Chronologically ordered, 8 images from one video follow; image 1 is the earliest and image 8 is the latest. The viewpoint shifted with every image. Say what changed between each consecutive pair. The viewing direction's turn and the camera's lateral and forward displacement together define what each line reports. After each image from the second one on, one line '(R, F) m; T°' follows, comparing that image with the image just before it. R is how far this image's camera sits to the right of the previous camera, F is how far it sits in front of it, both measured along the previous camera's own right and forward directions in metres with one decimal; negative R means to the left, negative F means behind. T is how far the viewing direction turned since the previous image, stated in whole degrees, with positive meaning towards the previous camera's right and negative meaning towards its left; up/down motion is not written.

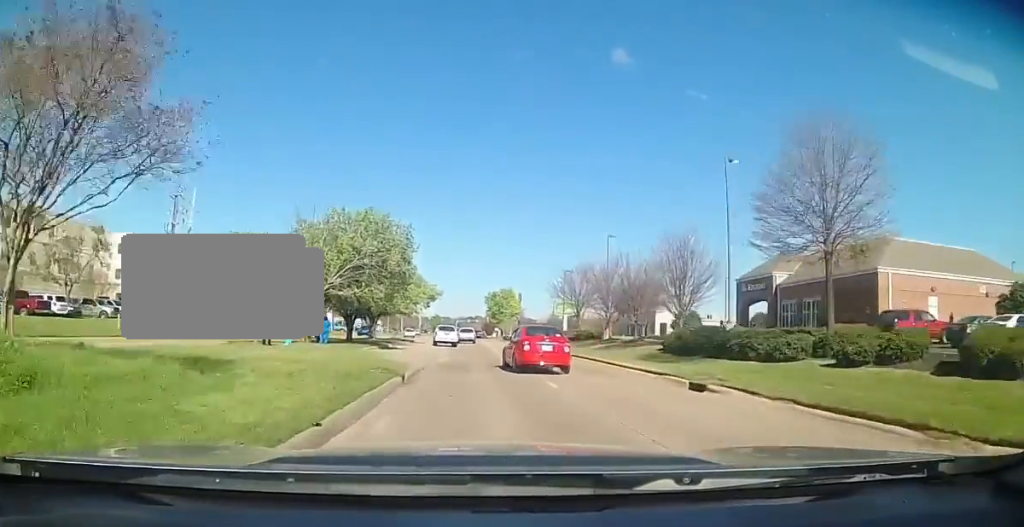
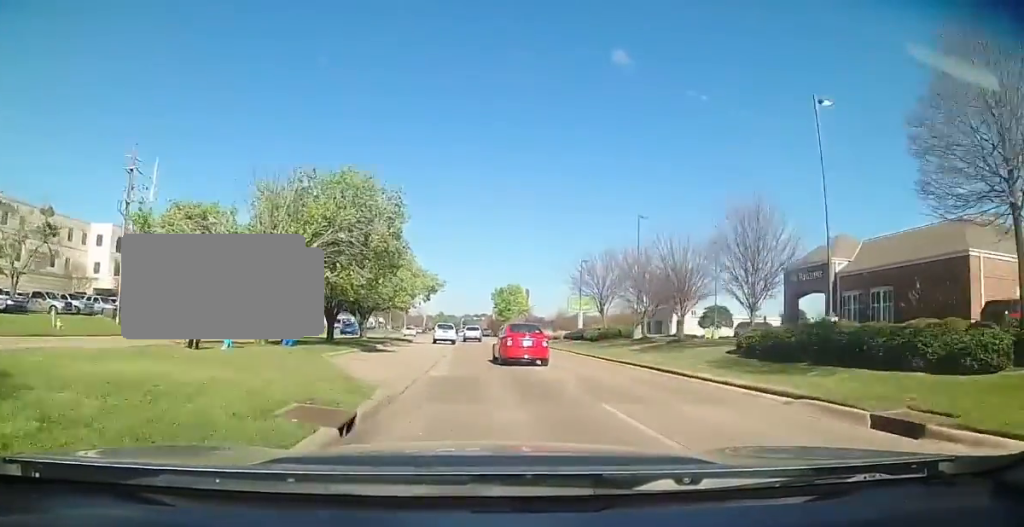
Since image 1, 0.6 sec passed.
(0.0, +7.8) m; 0°
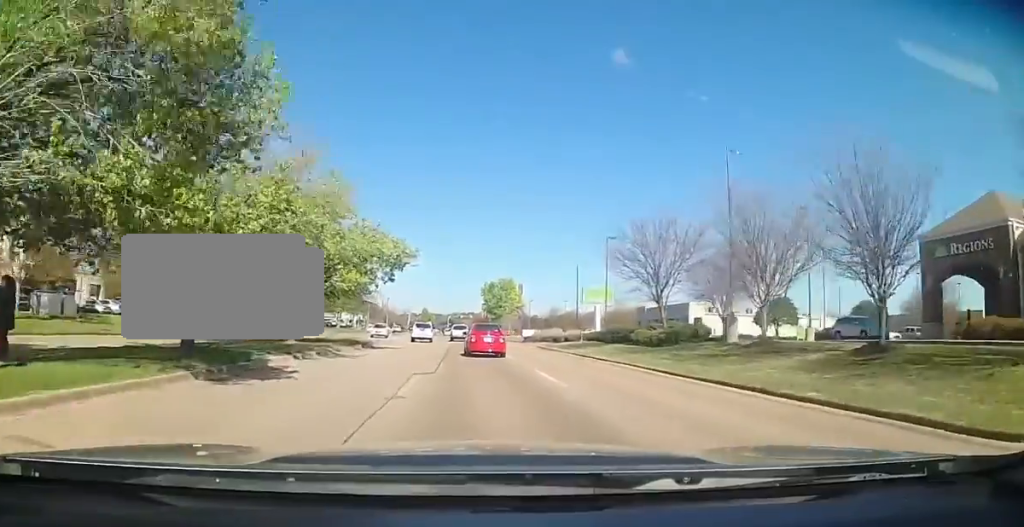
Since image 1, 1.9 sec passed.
(0.0, +17.3) m; 0°
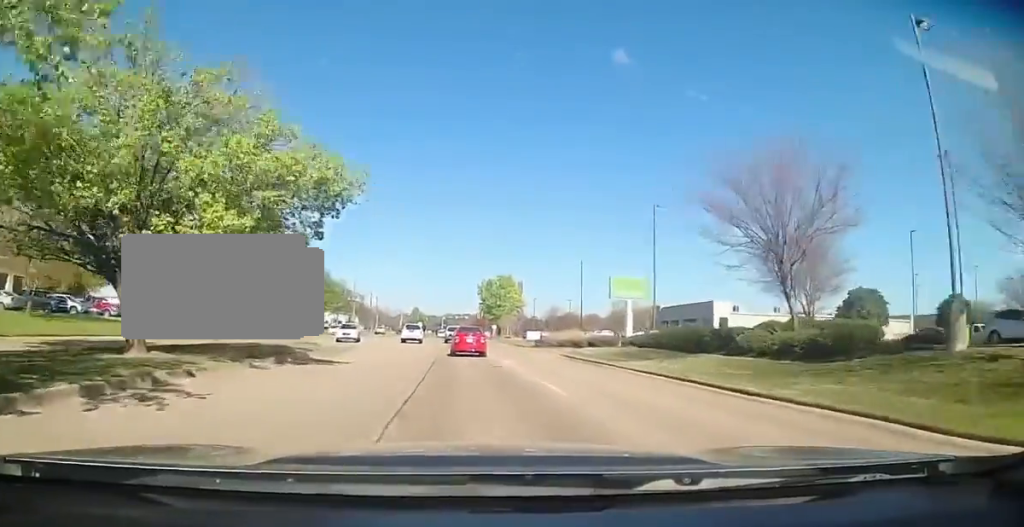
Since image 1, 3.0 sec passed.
(-0.1, +13.8) m; -1°
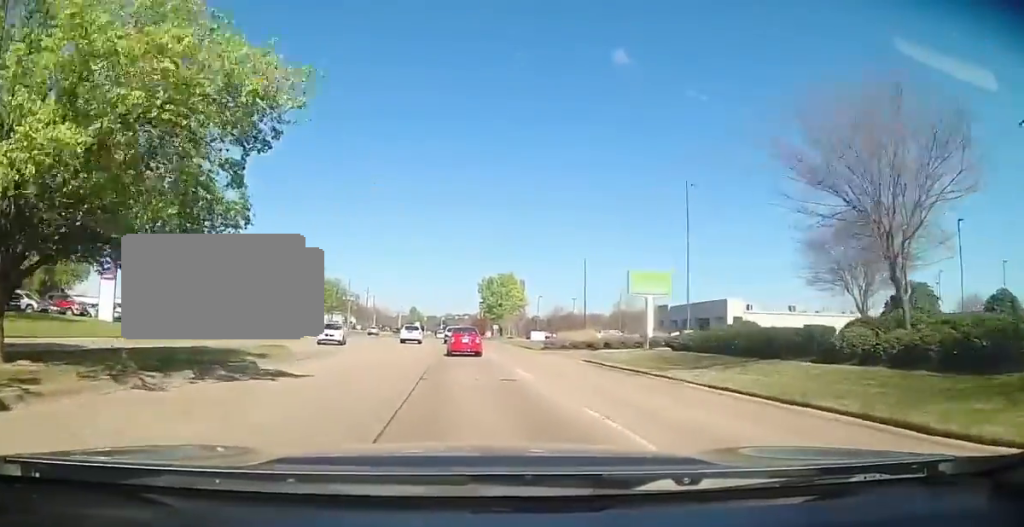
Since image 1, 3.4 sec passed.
(-0.1, +5.6) m; 0°
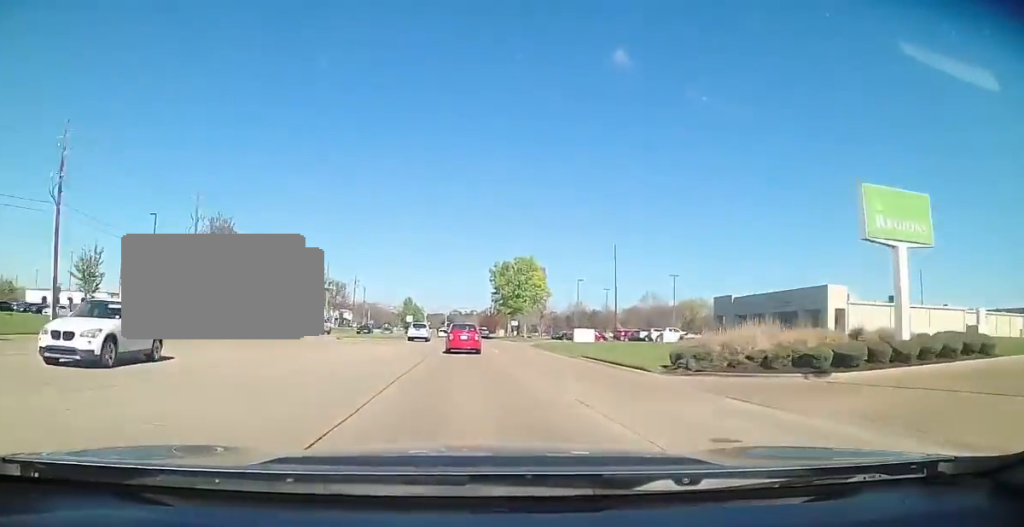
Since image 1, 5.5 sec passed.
(+0.4, +27.0) m; 0°
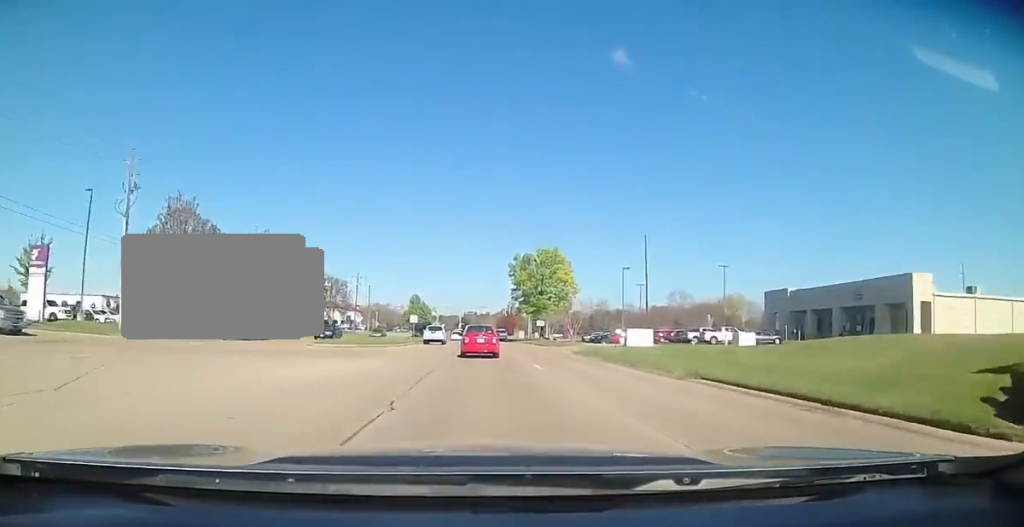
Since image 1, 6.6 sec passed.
(-0.4, +13.5) m; -2°
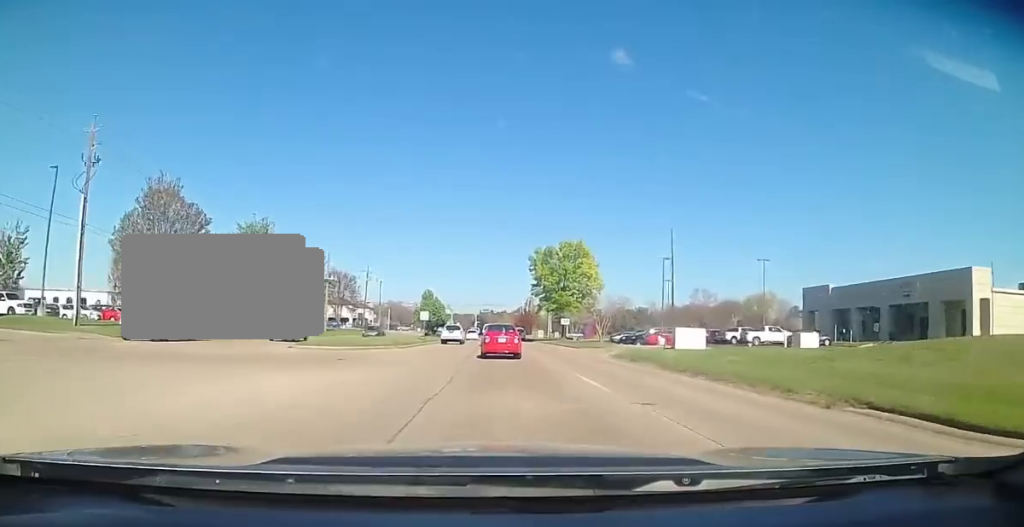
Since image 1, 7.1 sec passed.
(0.0, +6.8) m; -2°
